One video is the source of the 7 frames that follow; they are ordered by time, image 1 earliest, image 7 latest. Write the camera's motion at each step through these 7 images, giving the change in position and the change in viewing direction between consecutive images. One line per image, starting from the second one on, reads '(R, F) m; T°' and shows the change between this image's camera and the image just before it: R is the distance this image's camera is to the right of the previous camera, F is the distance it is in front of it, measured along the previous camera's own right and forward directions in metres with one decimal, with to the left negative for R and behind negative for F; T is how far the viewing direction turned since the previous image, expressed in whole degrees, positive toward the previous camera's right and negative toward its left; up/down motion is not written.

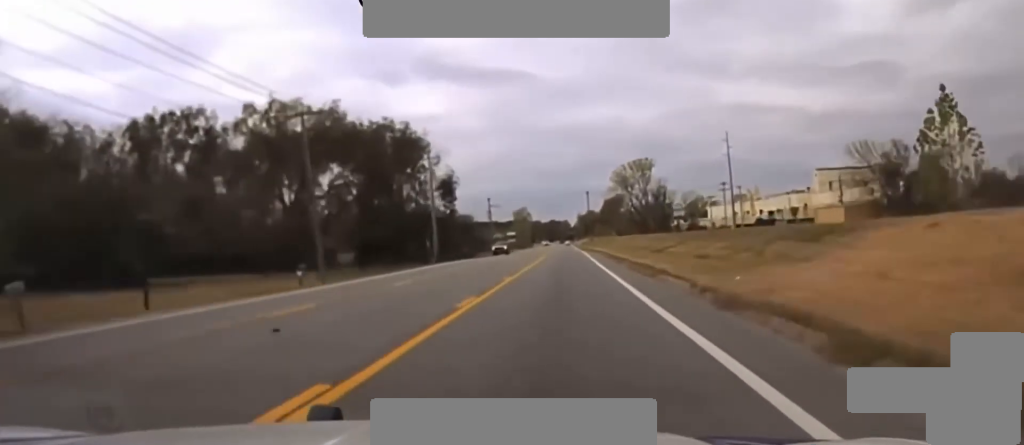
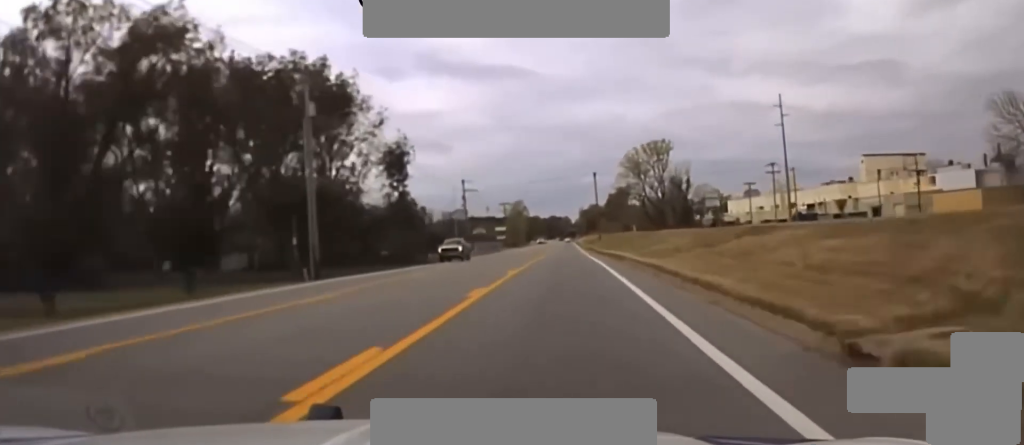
(-0.3, +49.0) m; -1°
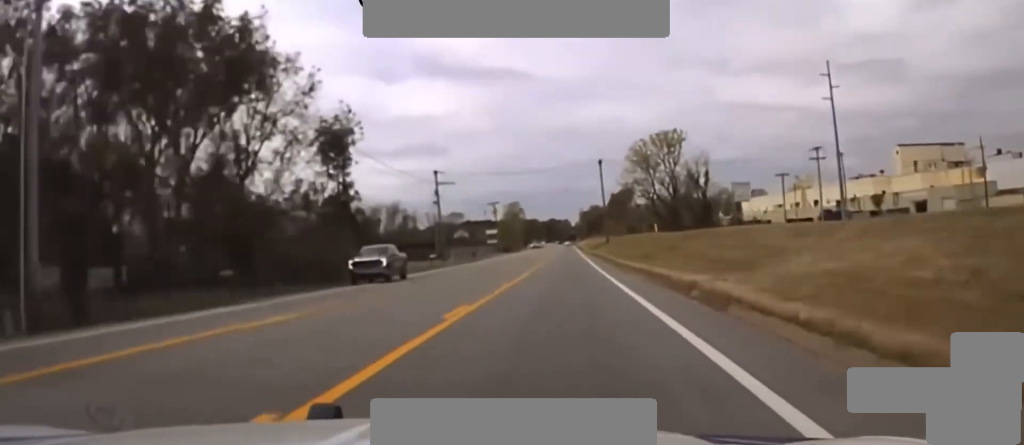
(-0.1, +26.8) m; 0°
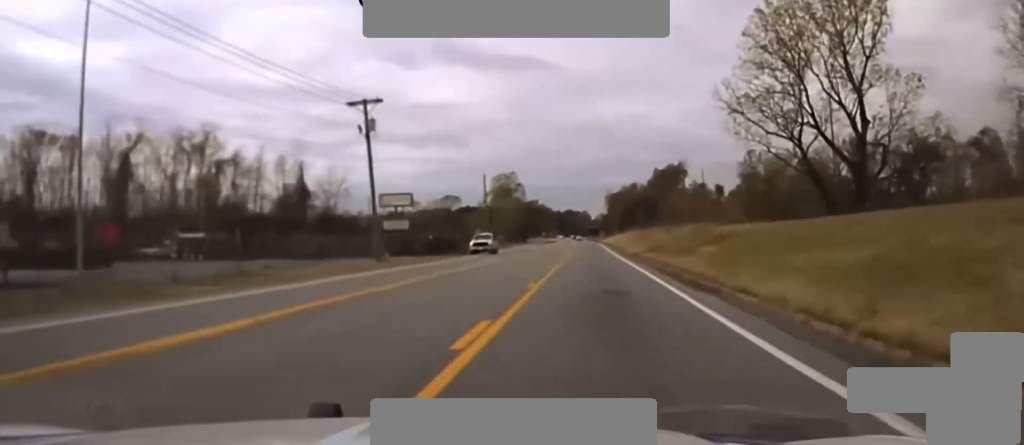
(-0.2, +130.9) m; -1°
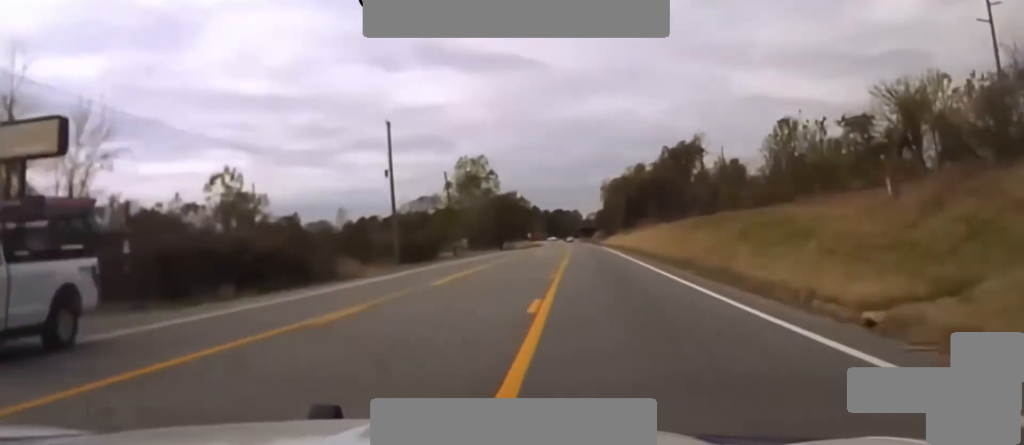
(-0.4, +56.4) m; 0°
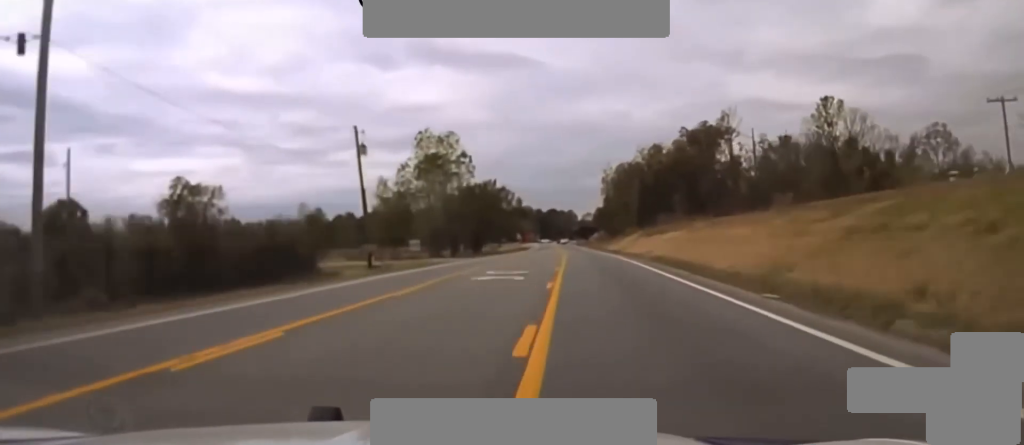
(+0.4, +45.4) m; +1°
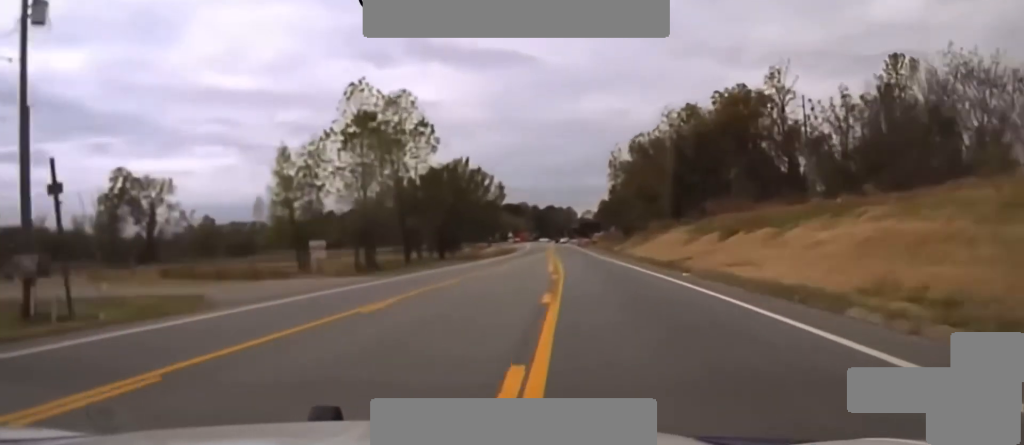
(+0.2, +42.5) m; 0°
